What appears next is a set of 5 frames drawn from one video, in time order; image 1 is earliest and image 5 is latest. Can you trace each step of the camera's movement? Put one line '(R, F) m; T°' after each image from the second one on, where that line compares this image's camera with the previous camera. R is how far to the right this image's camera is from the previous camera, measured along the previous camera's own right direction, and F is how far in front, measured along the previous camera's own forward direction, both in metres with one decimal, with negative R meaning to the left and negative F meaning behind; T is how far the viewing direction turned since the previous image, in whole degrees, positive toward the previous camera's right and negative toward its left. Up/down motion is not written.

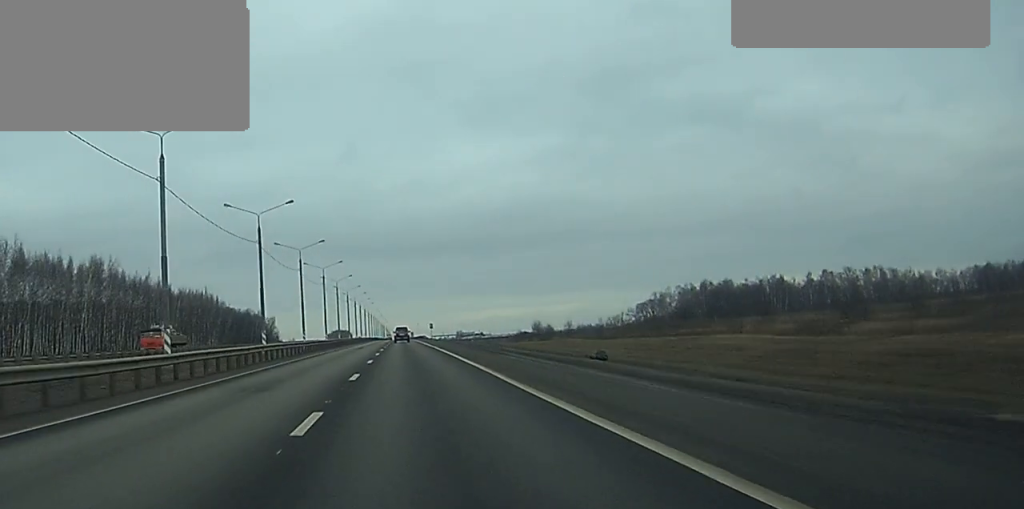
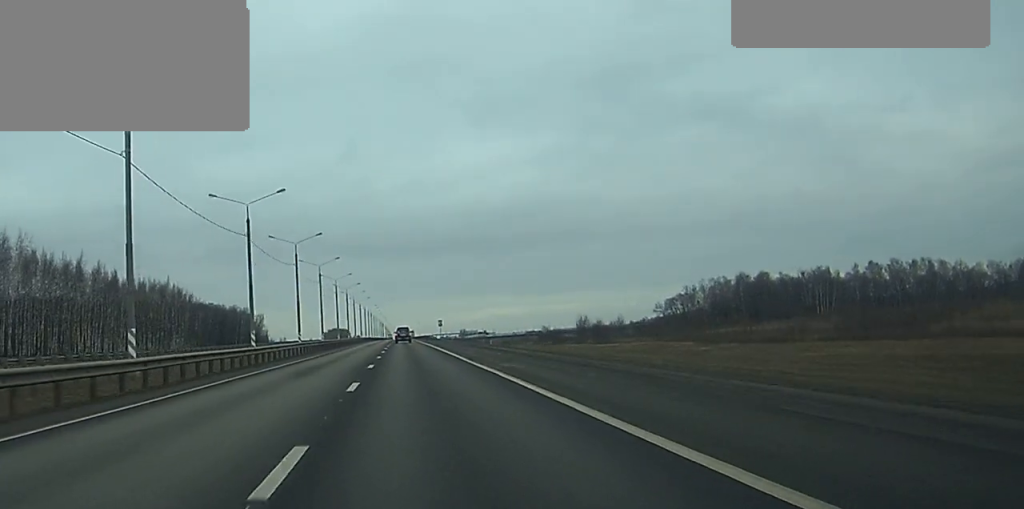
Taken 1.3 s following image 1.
(-0.2, +39.6) m; 0°
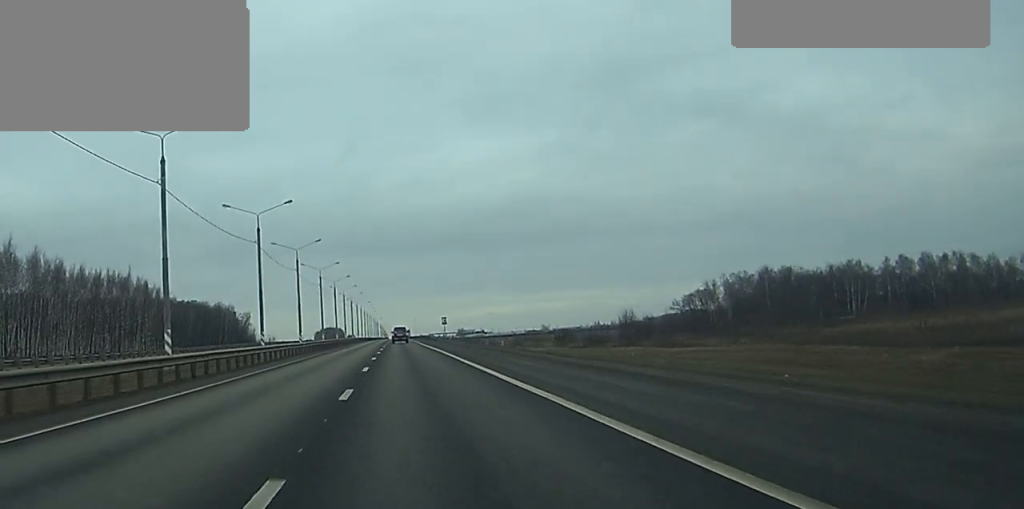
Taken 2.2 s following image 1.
(0.0, +25.8) m; 0°
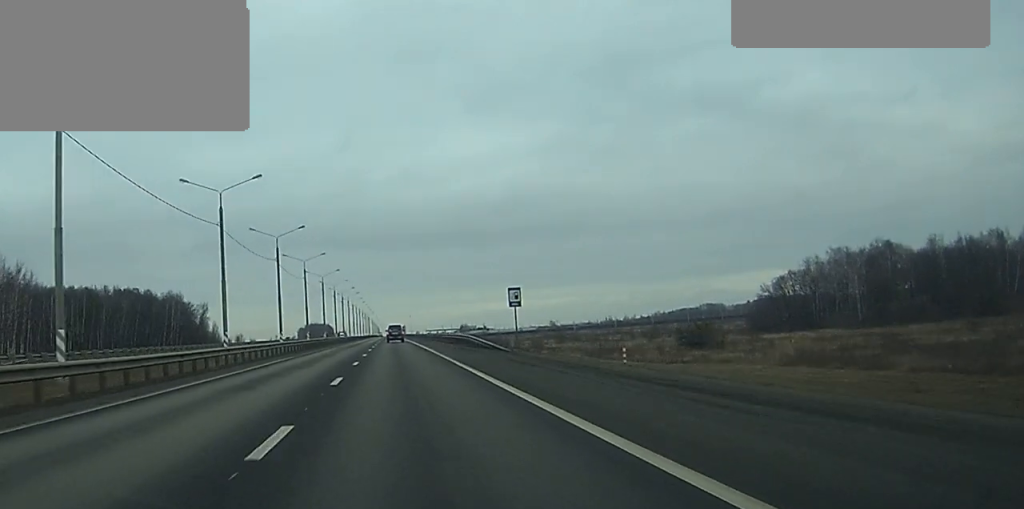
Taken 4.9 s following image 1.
(+0.2, +79.4) m; 0°
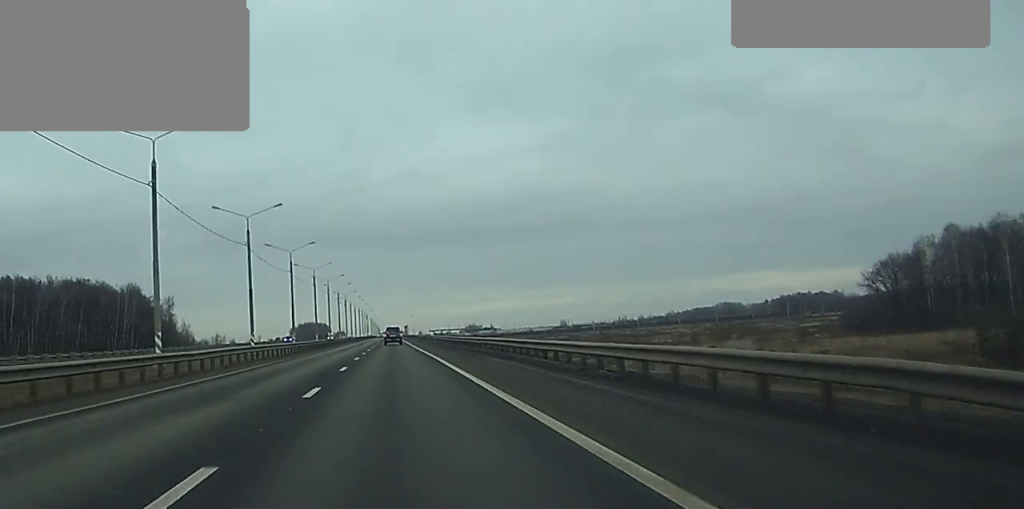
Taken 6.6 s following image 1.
(0.0, +51.5) m; 0°
